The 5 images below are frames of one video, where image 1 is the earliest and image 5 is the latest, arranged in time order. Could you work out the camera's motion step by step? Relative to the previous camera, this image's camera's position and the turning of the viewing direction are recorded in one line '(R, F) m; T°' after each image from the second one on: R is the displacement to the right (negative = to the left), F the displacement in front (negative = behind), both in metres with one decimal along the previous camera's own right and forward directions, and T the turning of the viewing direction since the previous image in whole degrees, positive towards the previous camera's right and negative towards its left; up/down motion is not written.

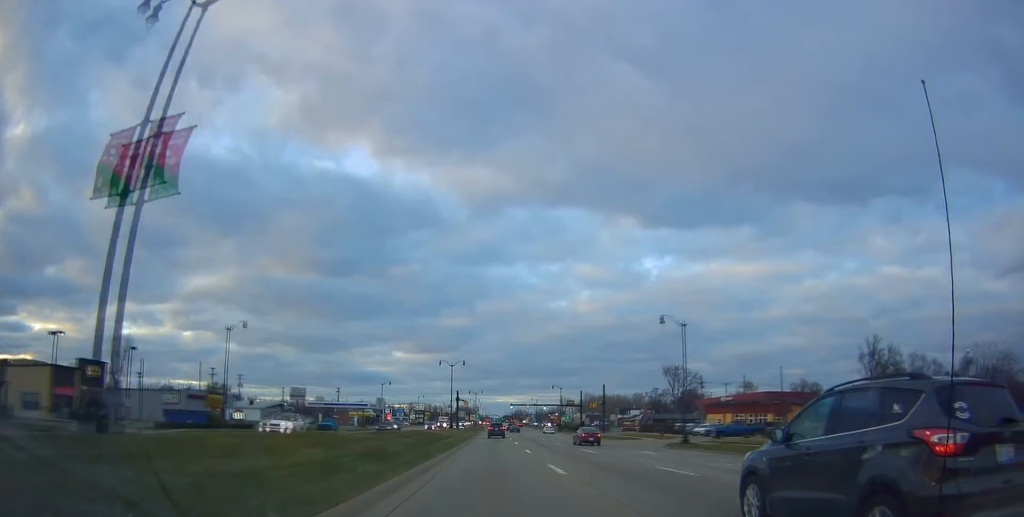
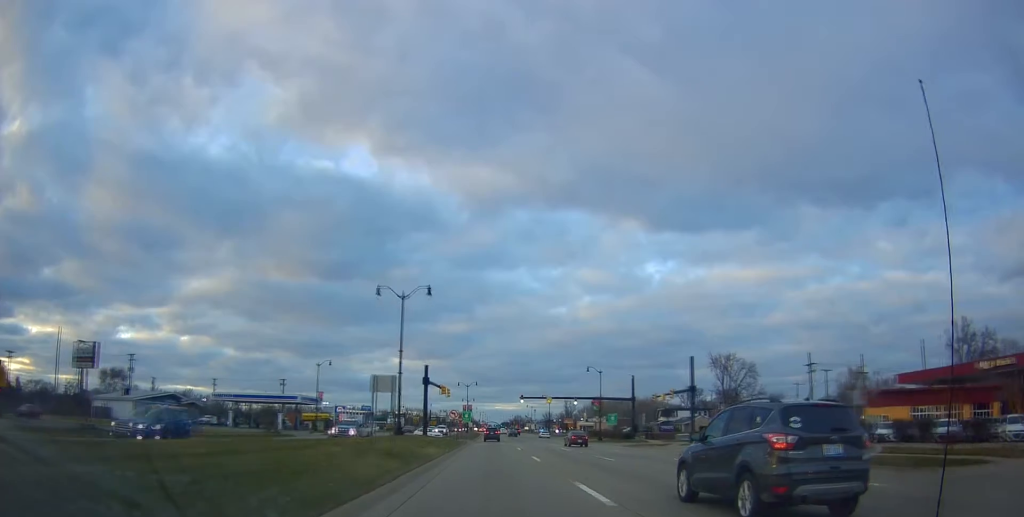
(+1.3, +50.3) m; 0°
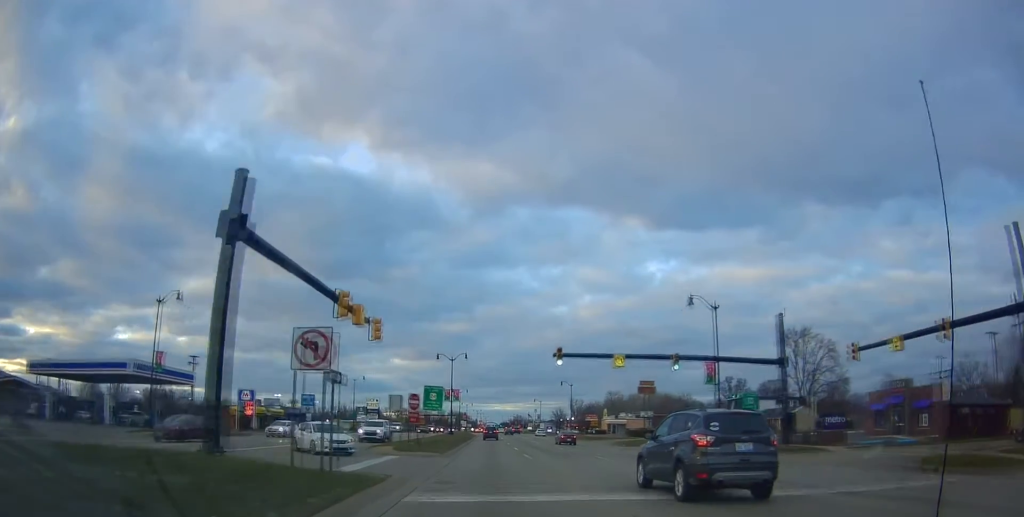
(+0.1, +45.2) m; +2°
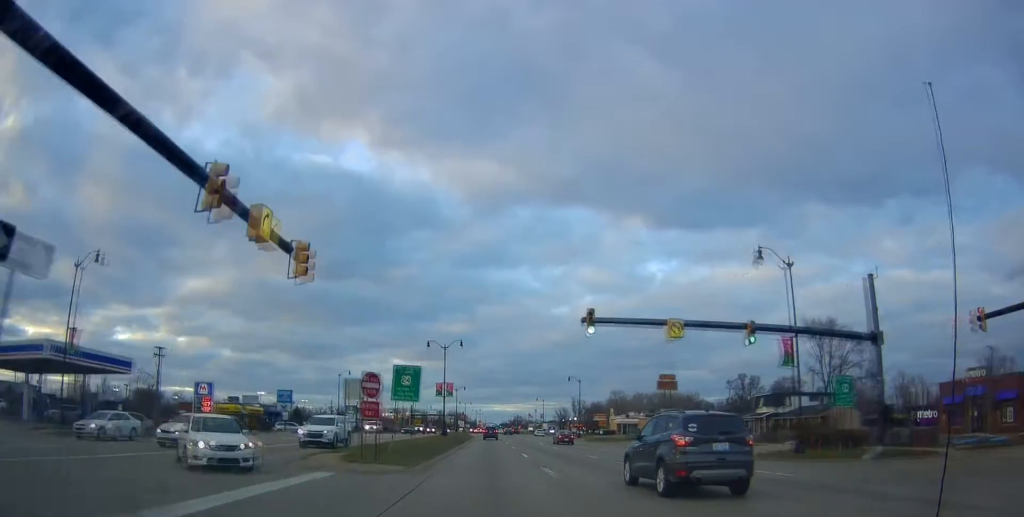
(0.0, +11.4) m; -1°
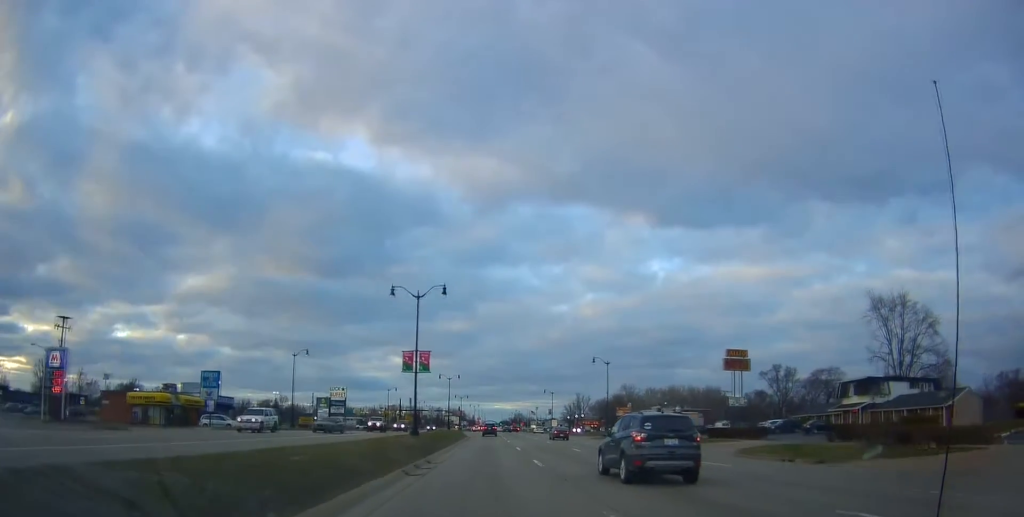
(-0.8, +24.7) m; -1°
